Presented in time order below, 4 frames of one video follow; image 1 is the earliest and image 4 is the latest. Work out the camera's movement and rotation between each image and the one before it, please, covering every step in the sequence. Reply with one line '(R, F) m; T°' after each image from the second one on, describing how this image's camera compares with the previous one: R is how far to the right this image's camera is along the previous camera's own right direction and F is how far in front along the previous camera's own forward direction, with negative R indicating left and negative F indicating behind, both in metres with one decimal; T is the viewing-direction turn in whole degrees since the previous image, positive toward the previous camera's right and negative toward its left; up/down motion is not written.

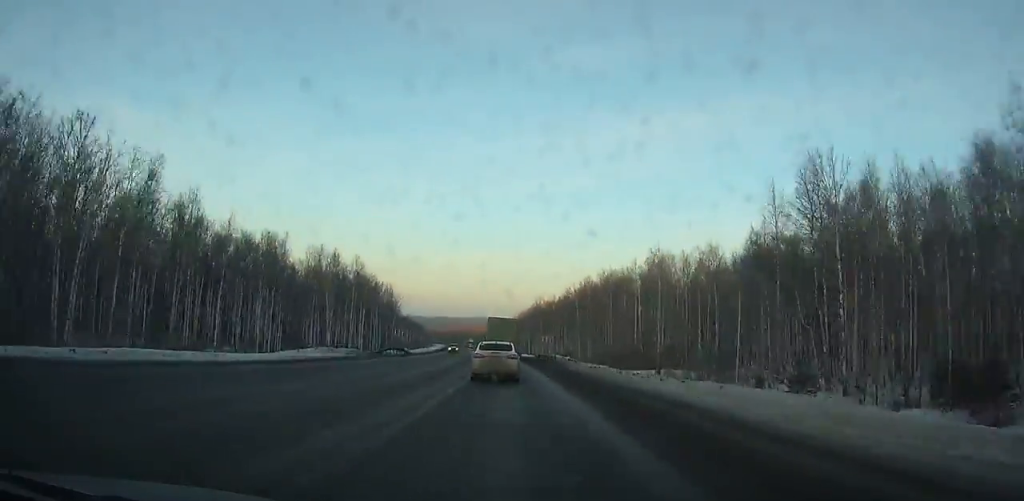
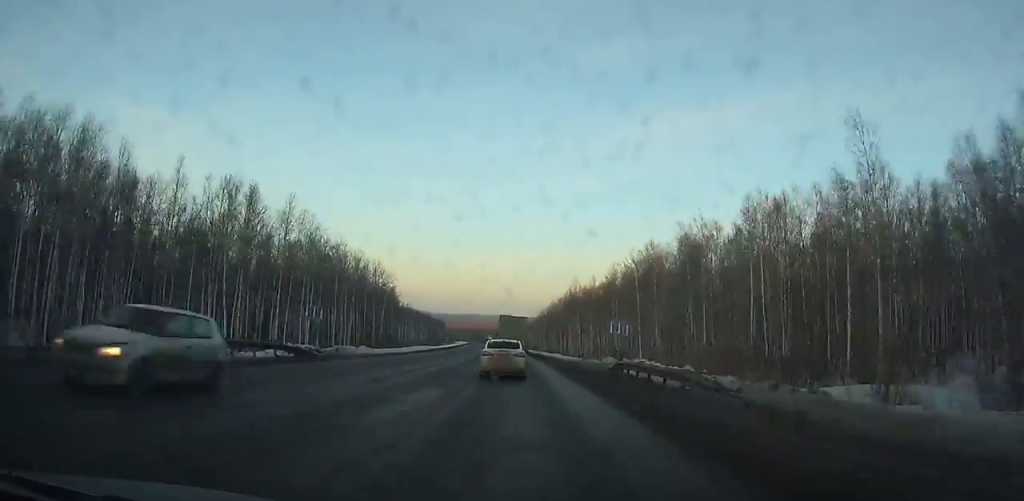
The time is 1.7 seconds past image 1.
(-0.7, +37.0) m; -2°
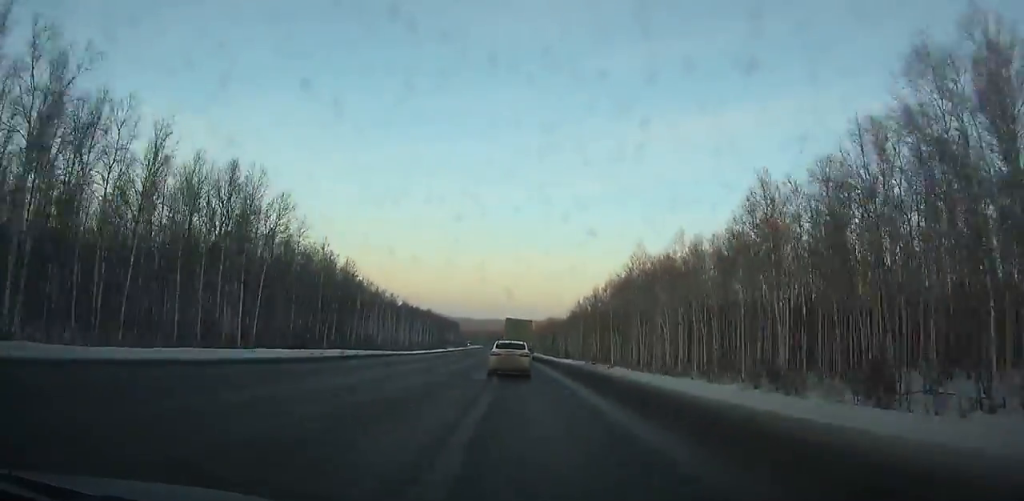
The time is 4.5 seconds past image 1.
(-1.2, +62.0) m; -2°
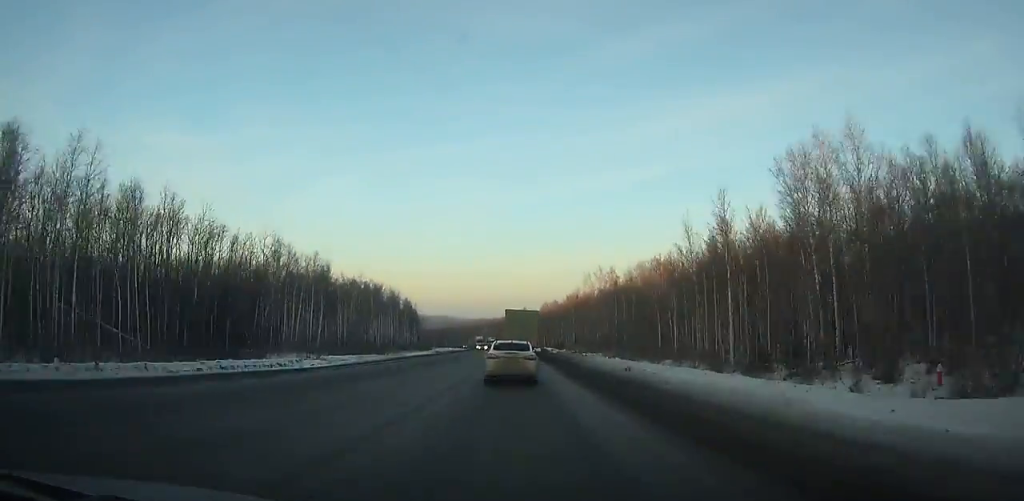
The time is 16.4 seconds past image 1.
(-4.8, +265.7) m; -2°
